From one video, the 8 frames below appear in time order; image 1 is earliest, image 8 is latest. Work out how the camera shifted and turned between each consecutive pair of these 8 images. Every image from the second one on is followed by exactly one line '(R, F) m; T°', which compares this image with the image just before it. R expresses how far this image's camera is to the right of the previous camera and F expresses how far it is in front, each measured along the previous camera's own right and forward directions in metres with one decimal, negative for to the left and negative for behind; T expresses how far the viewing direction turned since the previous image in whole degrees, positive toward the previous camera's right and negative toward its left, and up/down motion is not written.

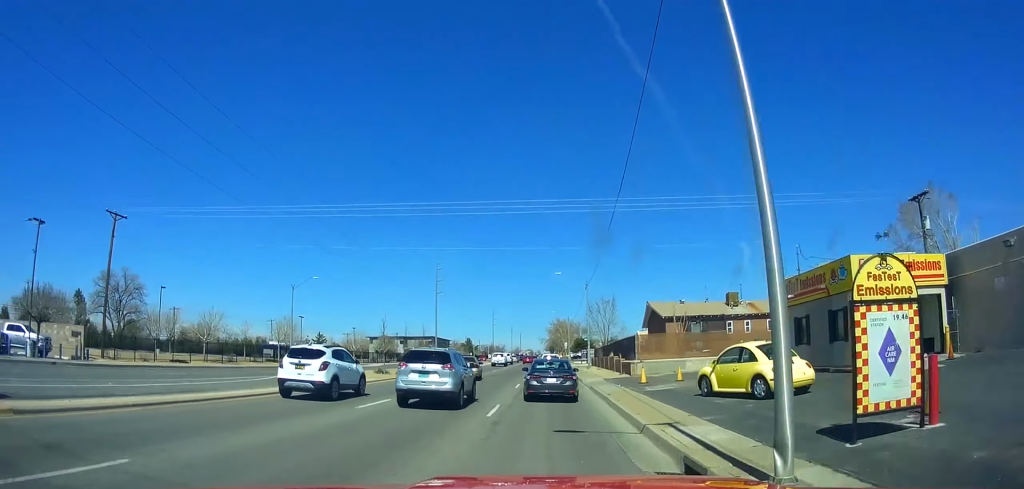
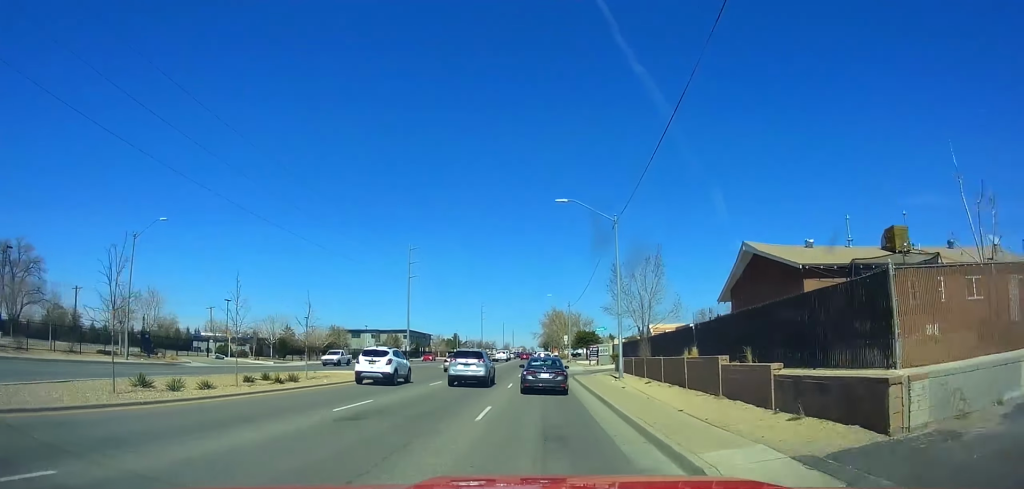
(-0.5, +25.8) m; -1°
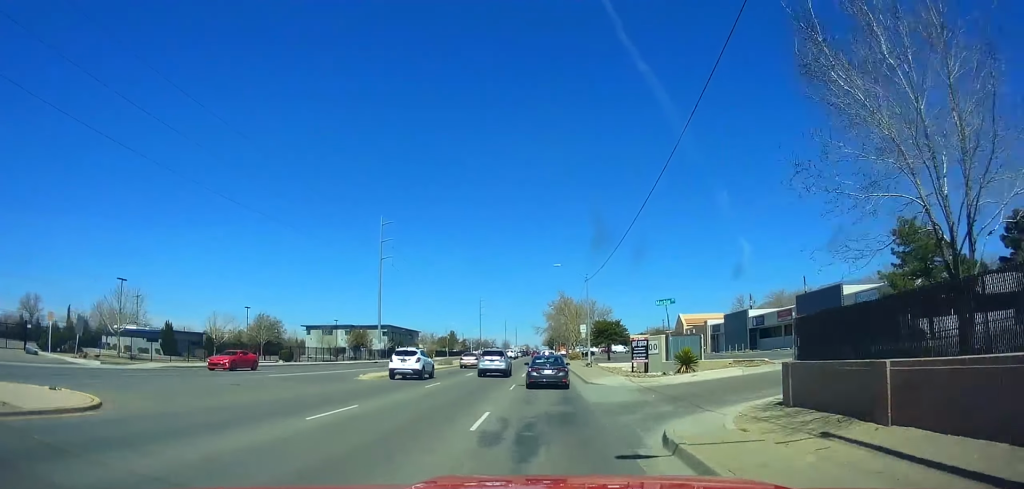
(0.0, +26.2) m; +1°
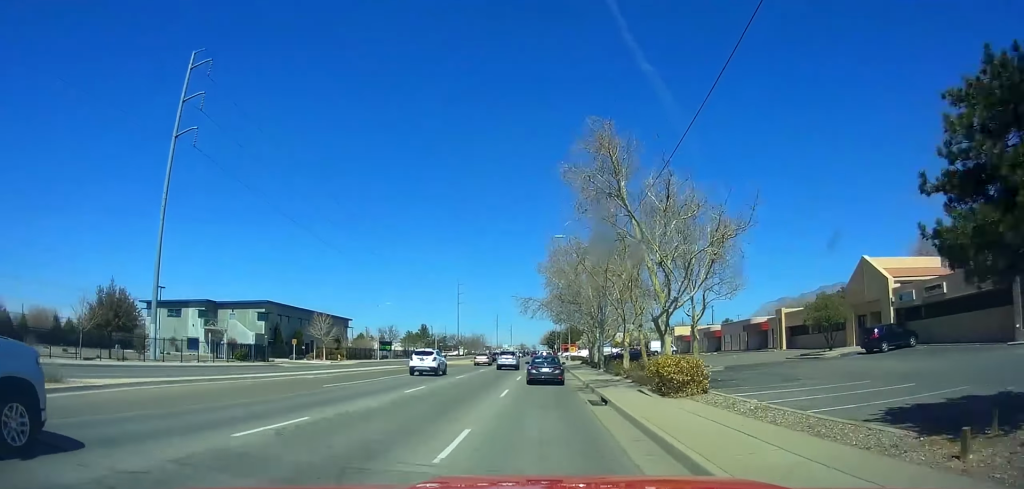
(+0.9, +61.6) m; 0°
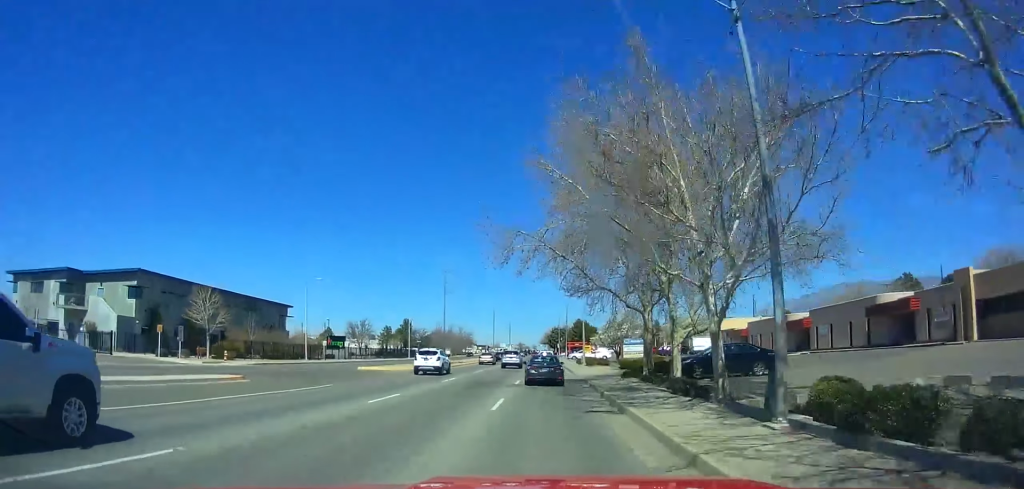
(-0.4, +28.3) m; 0°
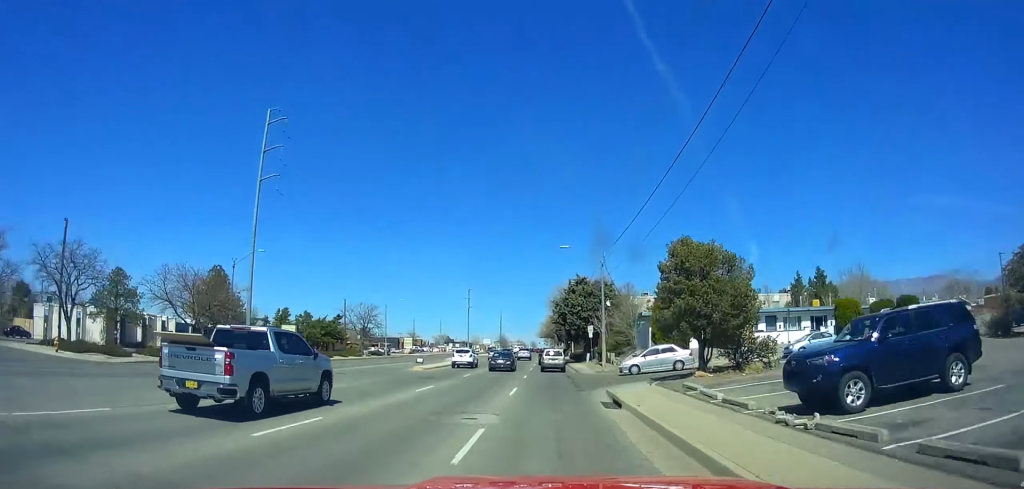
(-0.4, +119.2) m; -1°
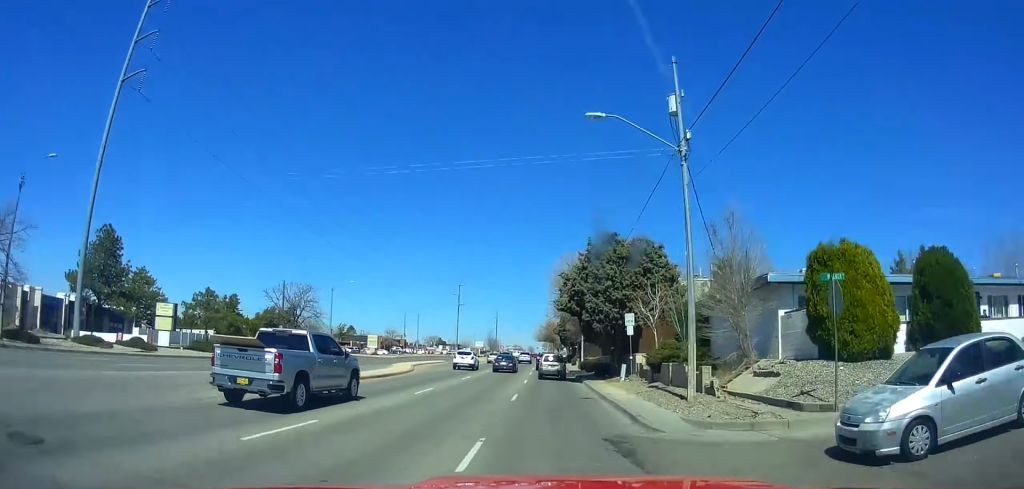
(-0.1, +24.3) m; +1°
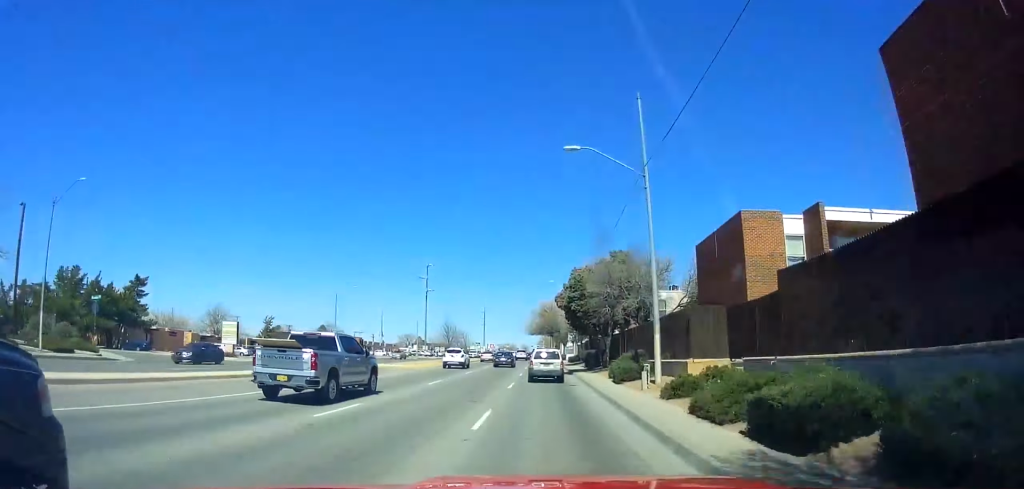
(+0.6, +41.5) m; 0°
